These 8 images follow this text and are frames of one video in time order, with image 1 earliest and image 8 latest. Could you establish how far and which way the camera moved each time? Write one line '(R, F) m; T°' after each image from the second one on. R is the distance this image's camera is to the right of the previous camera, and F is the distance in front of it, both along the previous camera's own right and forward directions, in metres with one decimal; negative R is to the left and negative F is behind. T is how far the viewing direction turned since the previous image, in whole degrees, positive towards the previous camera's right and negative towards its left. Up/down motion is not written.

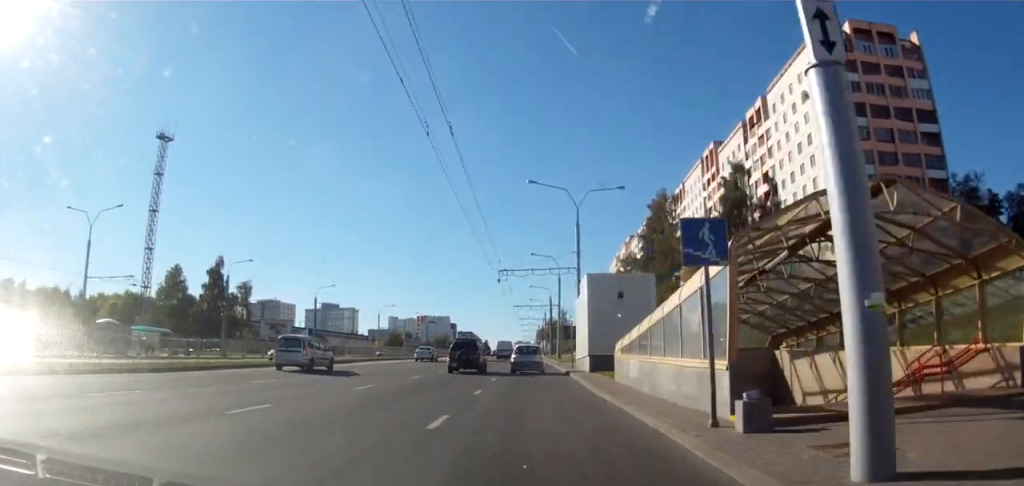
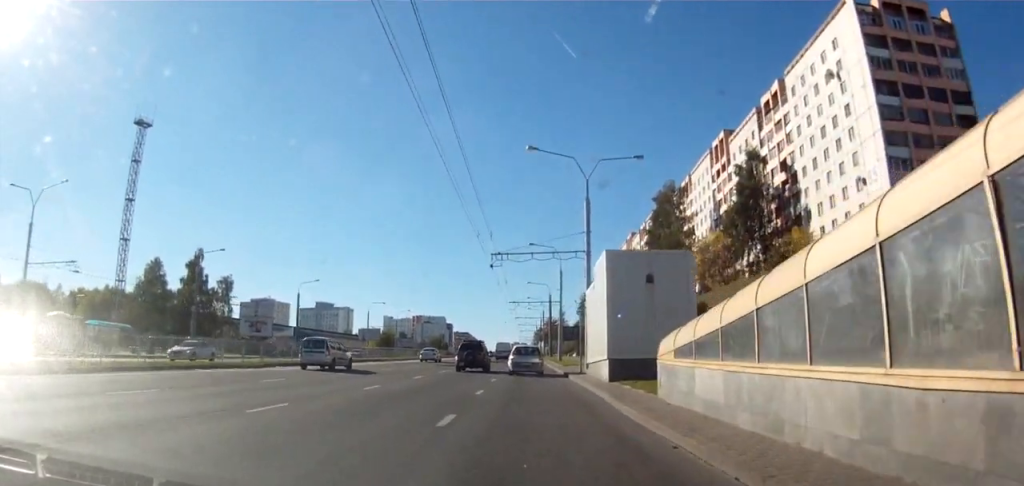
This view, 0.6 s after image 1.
(0.0, +7.8) m; 0°
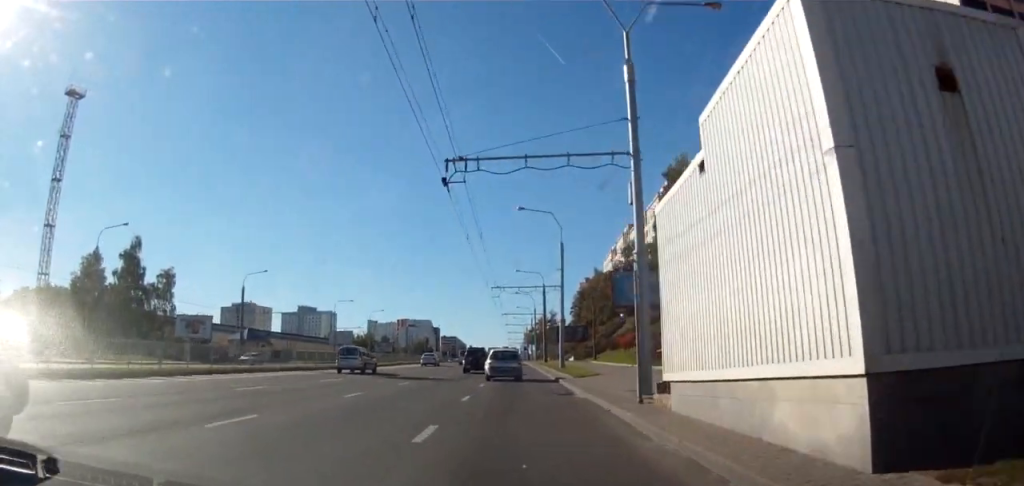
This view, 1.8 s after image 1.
(+0.2, +17.2) m; +2°
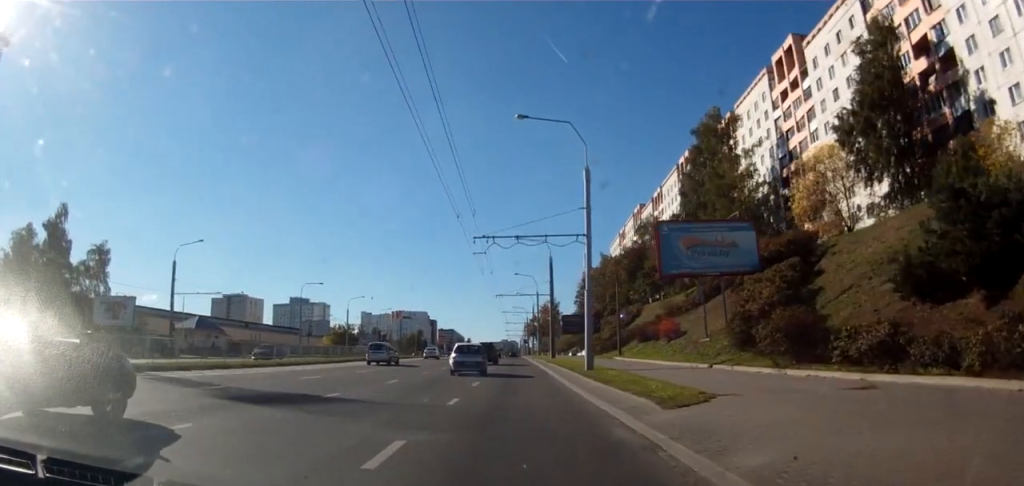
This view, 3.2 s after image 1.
(+0.1, +18.9) m; -1°
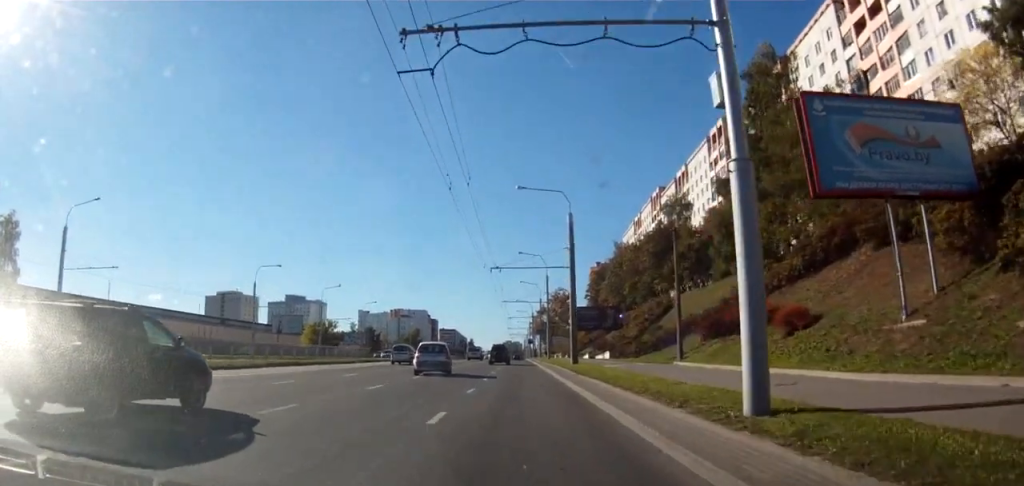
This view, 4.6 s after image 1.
(+0.1, +19.7) m; +2°
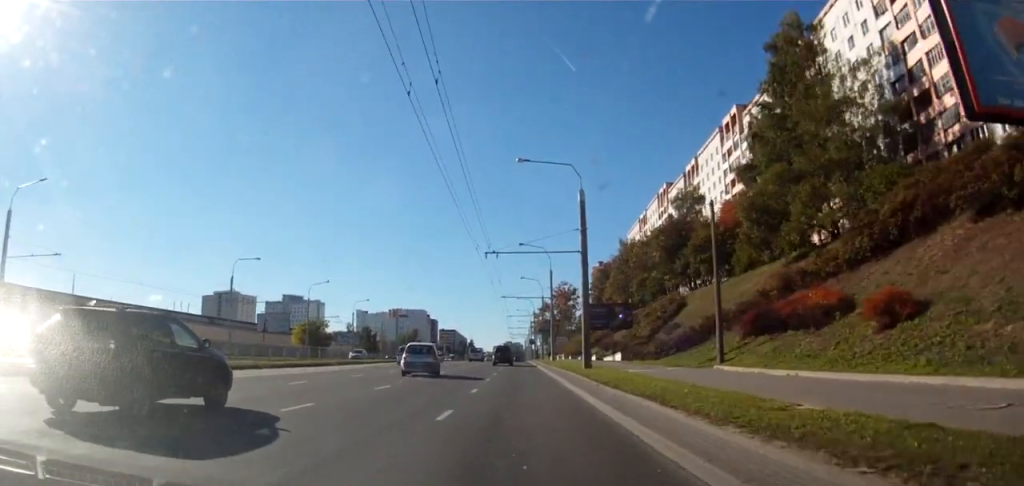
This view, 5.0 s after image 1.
(+0.1, +6.8) m; +1°
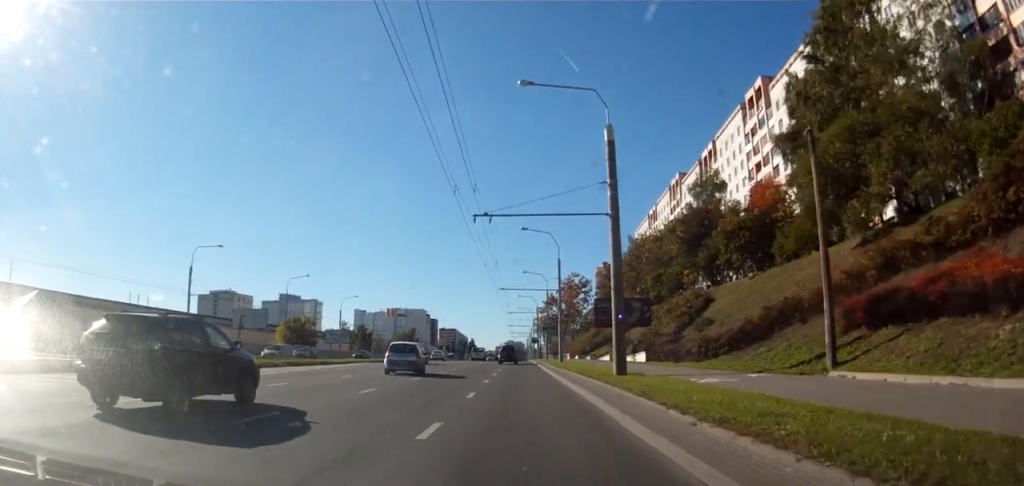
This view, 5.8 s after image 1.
(0.0, +10.9) m; 0°
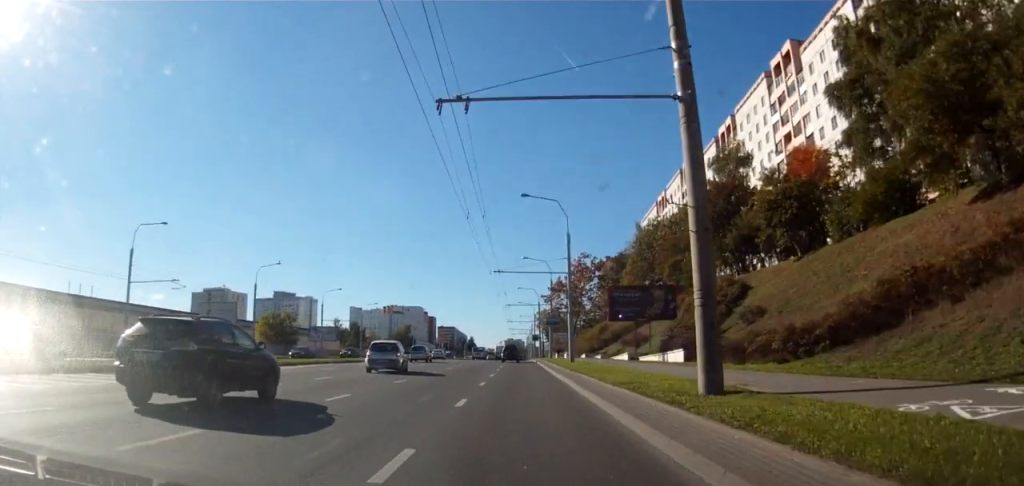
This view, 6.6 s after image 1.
(0.0, +11.2) m; 0°
